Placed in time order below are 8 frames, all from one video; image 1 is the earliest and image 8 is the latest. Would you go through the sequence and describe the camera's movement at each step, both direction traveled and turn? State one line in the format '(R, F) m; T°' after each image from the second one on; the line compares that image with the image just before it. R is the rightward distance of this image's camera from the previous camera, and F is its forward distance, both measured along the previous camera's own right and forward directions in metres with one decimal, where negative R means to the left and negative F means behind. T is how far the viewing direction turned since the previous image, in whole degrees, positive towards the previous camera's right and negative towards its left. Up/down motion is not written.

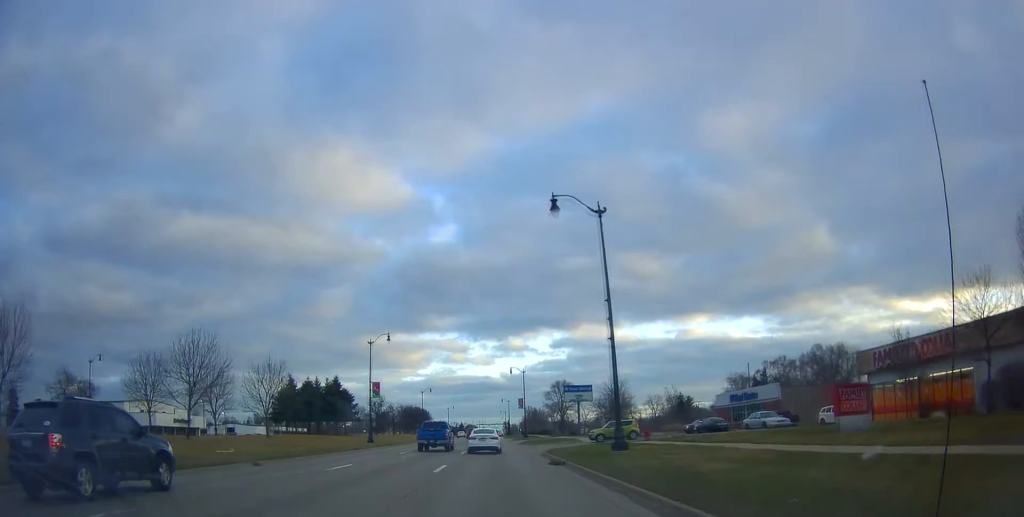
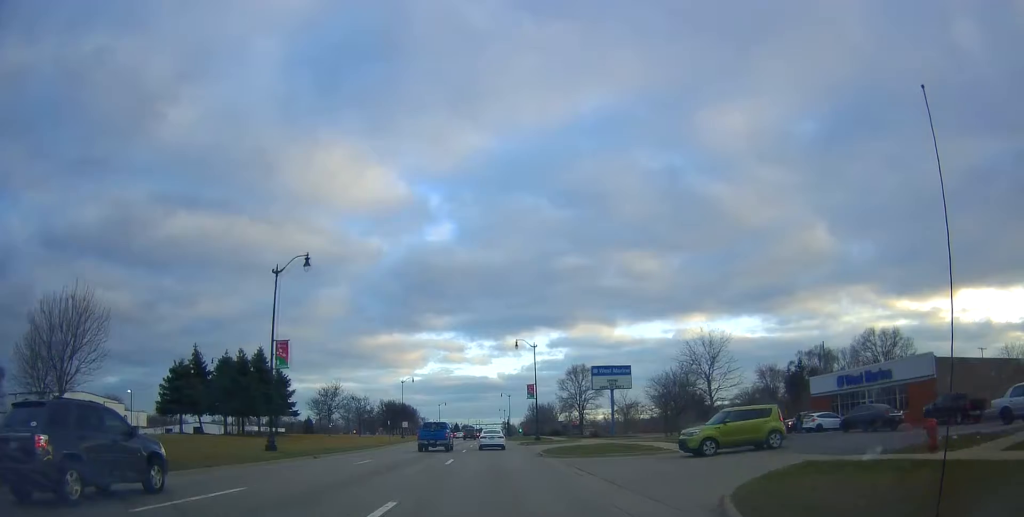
(0.0, +26.5) m; -2°
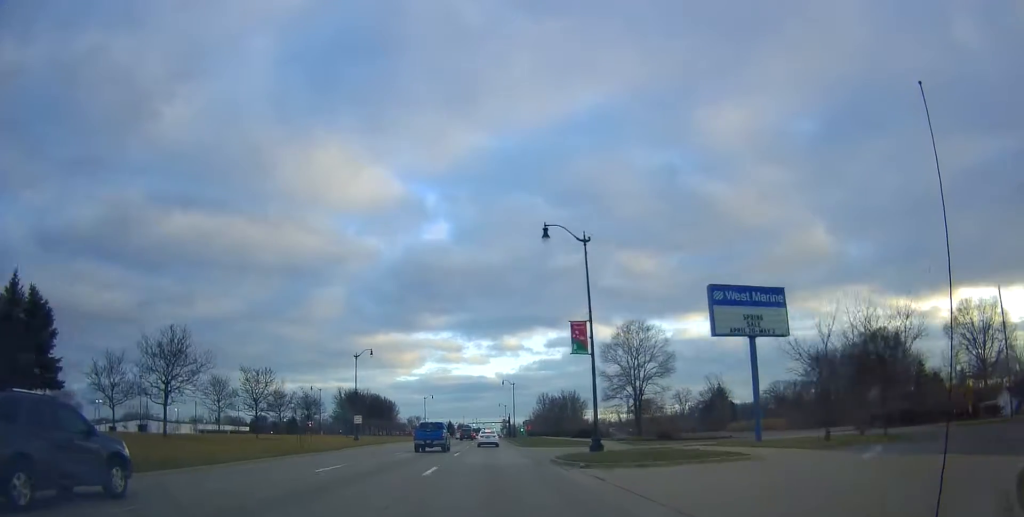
(+0.4, +35.6) m; +2°
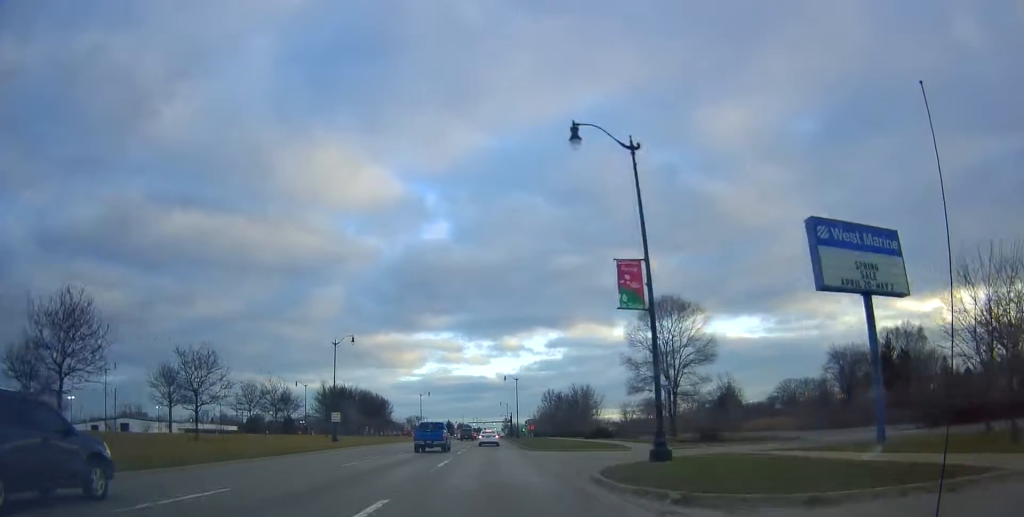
(+0.1, +10.1) m; 0°
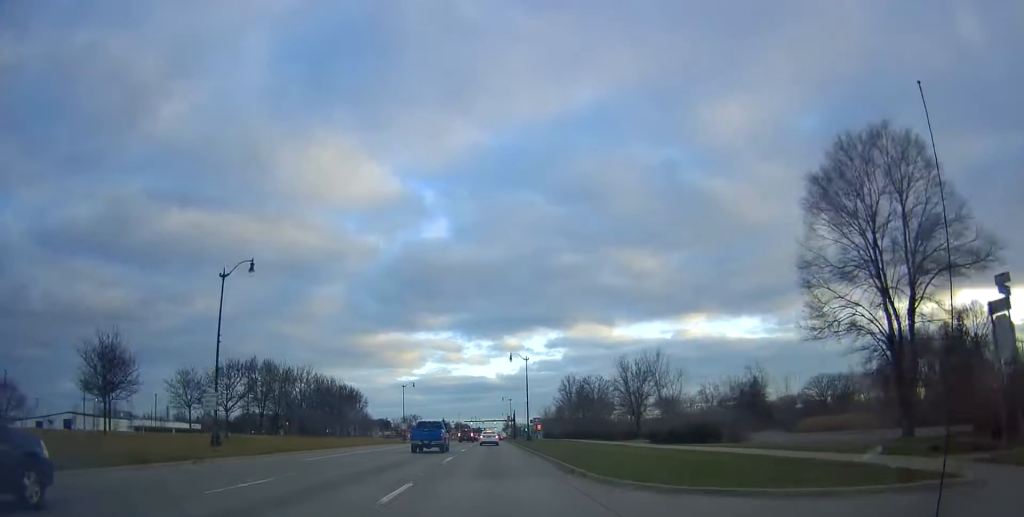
(-0.7, +26.8) m; -1°
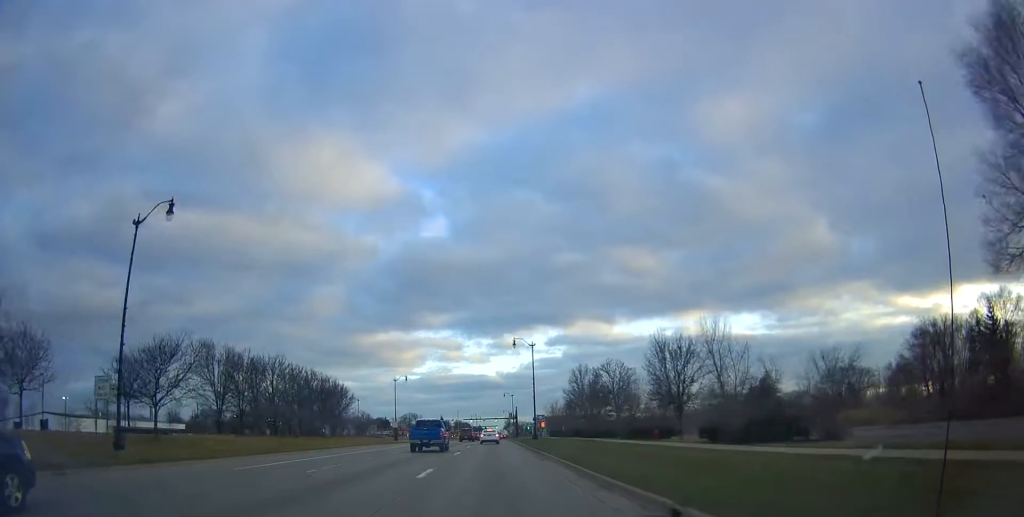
(-0.2, +10.2) m; +1°
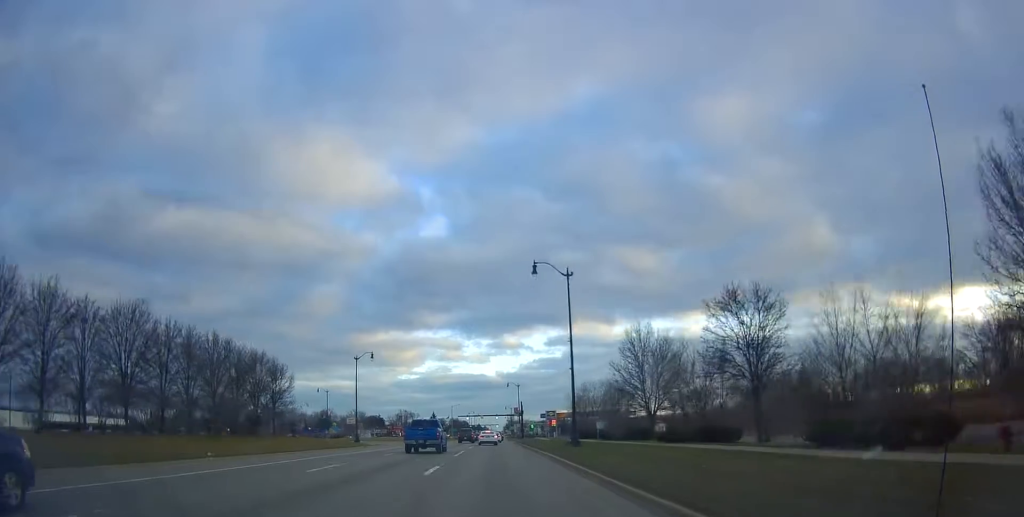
(+1.1, +28.7) m; +1°
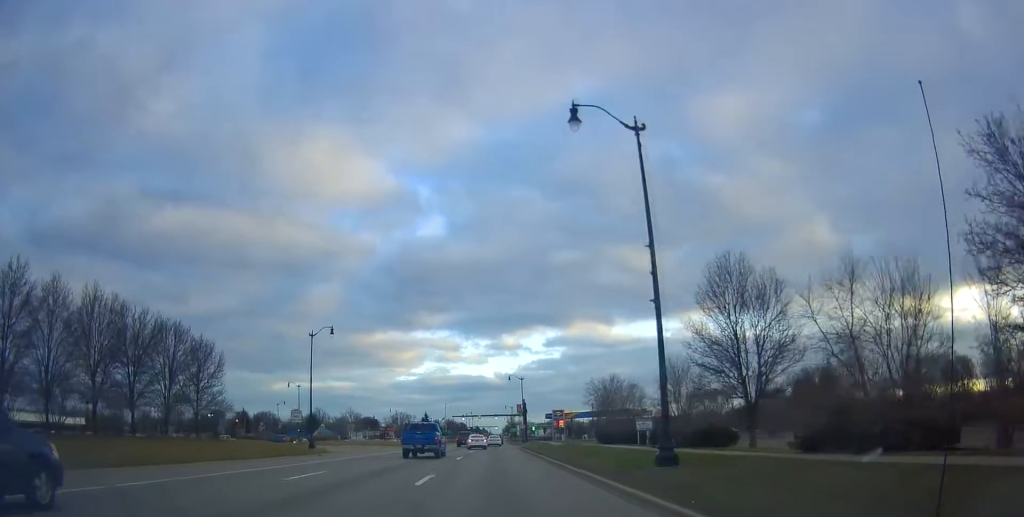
(-0.2, +17.5) m; -1°
